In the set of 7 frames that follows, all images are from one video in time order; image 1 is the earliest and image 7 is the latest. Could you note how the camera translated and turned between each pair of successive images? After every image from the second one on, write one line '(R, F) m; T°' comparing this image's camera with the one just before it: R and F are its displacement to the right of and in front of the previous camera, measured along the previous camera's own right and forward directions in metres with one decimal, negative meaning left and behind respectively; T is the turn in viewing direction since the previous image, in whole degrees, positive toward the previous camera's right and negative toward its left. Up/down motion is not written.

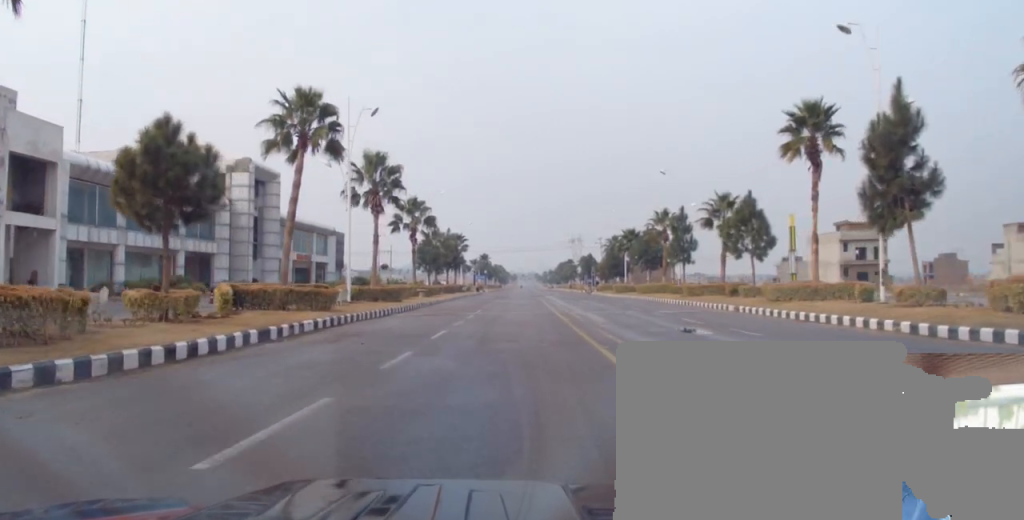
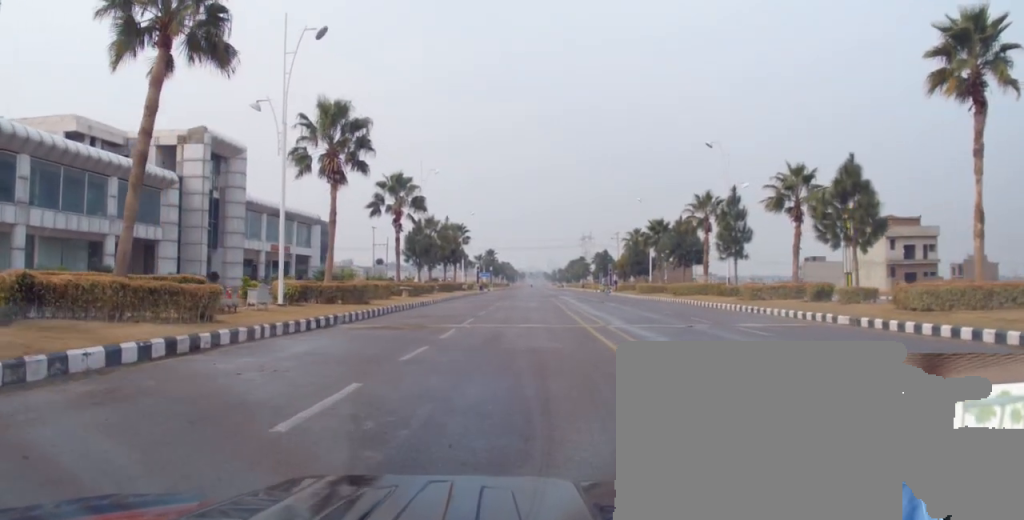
(+0.7, +11.7) m; +2°
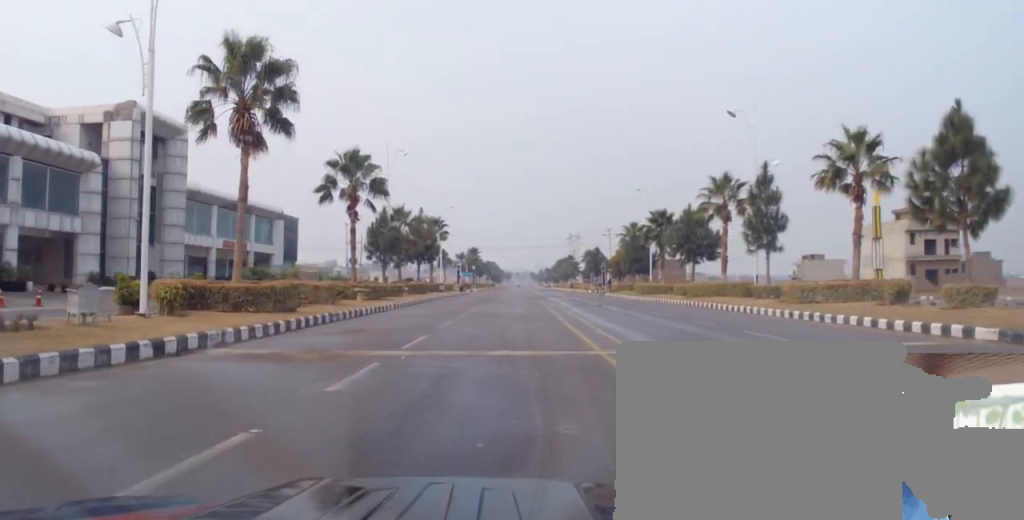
(-0.5, +8.6) m; +4°
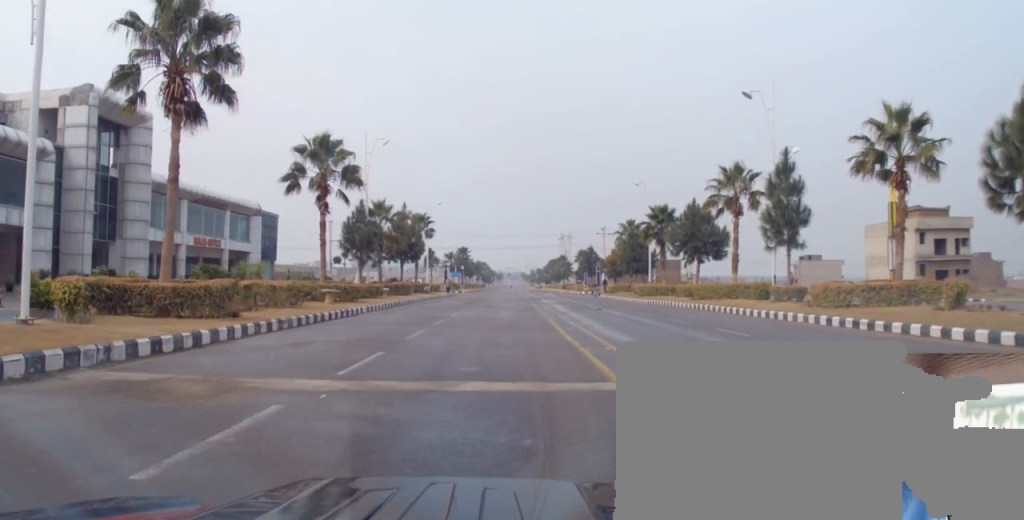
(+0.8, +4.2) m; +1°
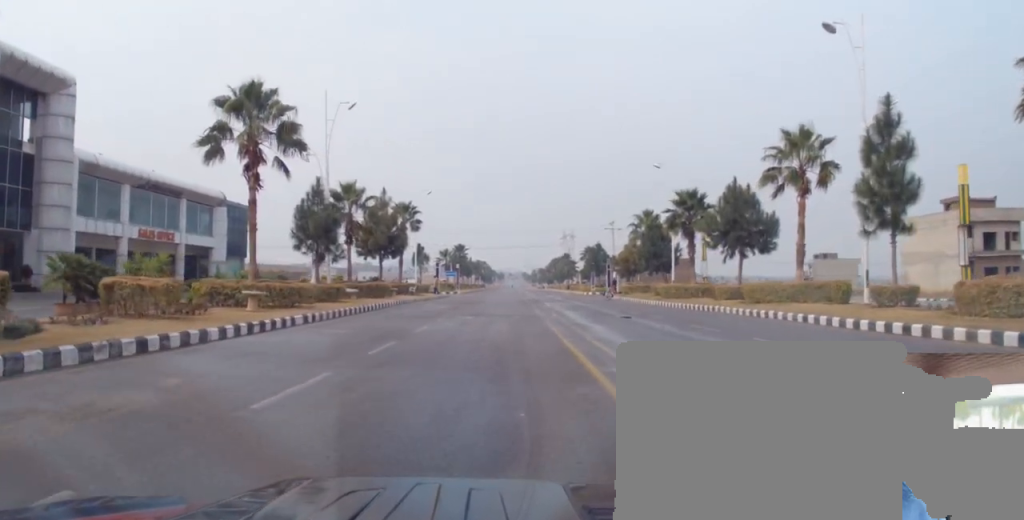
(-0.7, +9.3) m; -6°
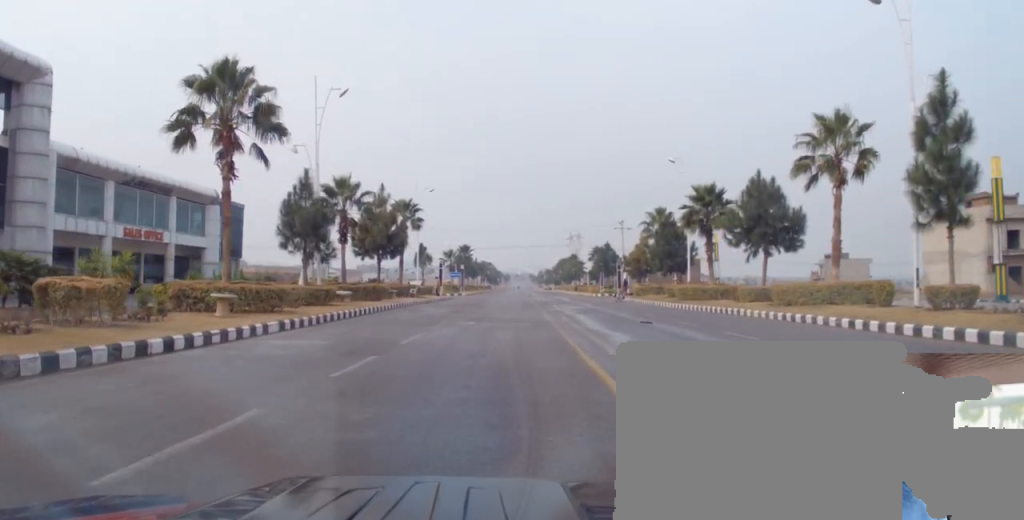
(+0.1, +3.0) m; 0°
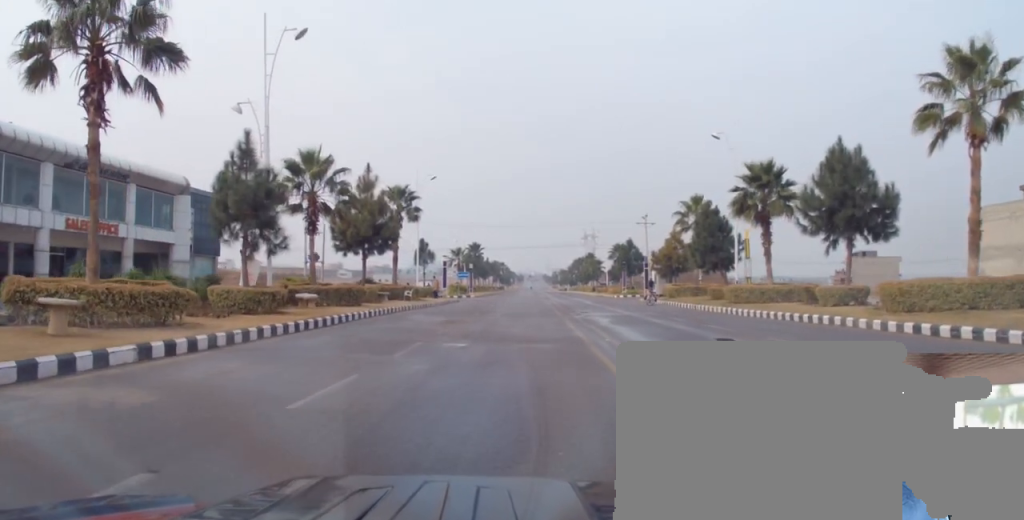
(-0.1, +8.4) m; +2°
